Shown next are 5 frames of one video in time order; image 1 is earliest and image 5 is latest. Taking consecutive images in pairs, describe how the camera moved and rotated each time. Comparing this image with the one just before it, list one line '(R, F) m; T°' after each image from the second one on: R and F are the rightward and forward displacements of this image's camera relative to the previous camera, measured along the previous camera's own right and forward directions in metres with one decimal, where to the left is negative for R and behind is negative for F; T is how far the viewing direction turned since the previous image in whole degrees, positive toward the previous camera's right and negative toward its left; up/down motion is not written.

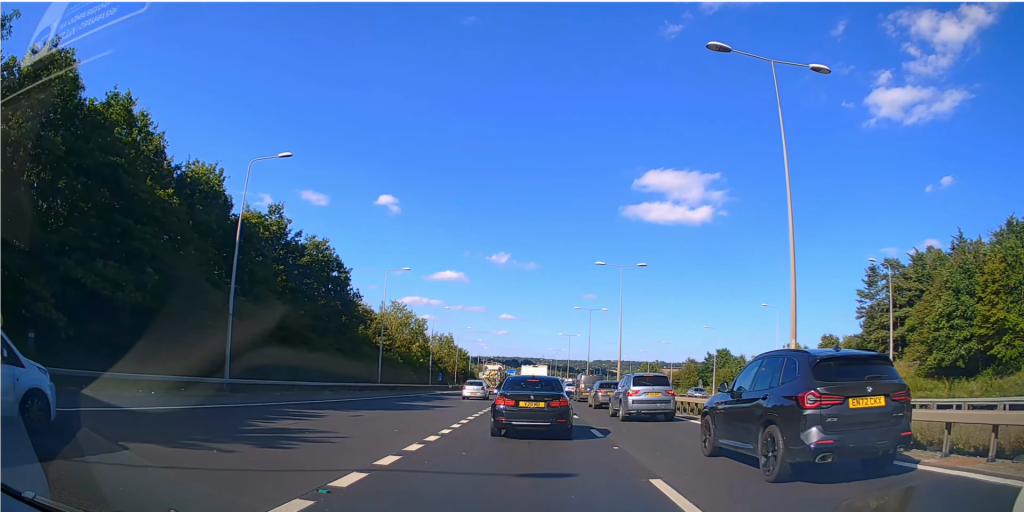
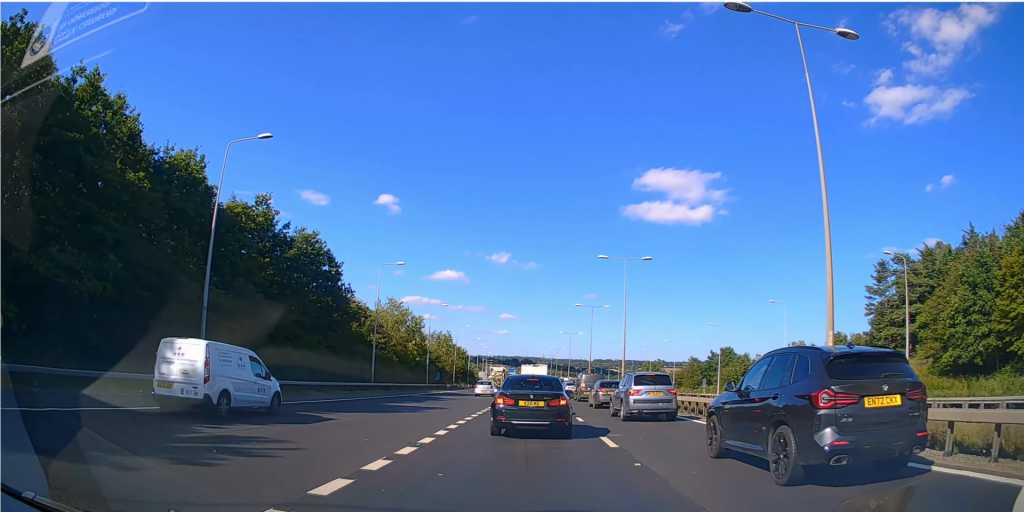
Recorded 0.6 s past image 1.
(0.0, +2.6) m; +1°
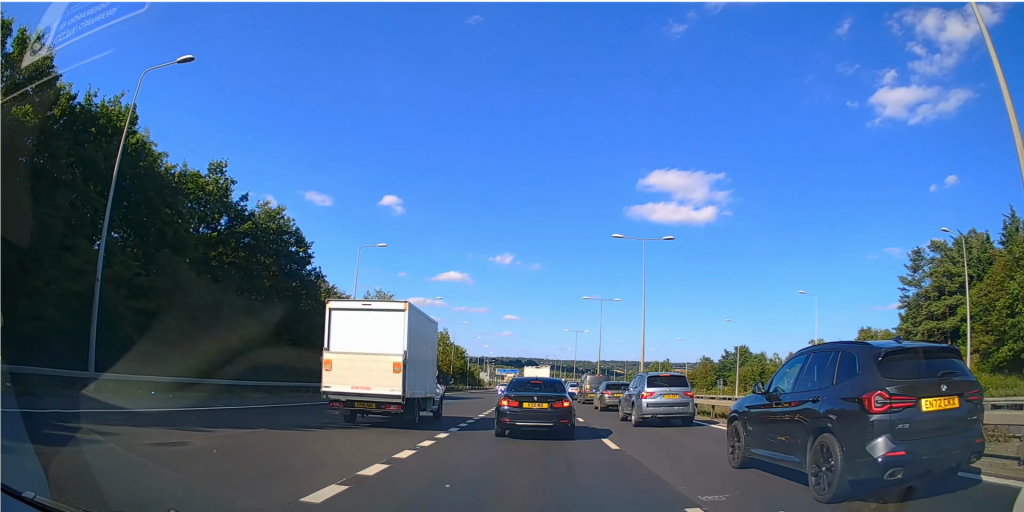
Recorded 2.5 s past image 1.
(+0.1, +9.0) m; 0°
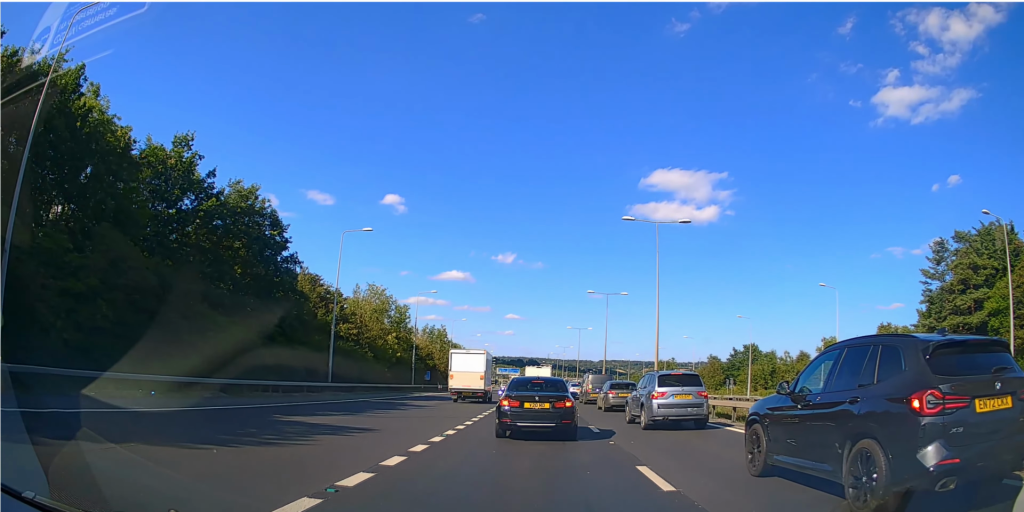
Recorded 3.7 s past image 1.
(0.0, +5.5) m; 0°
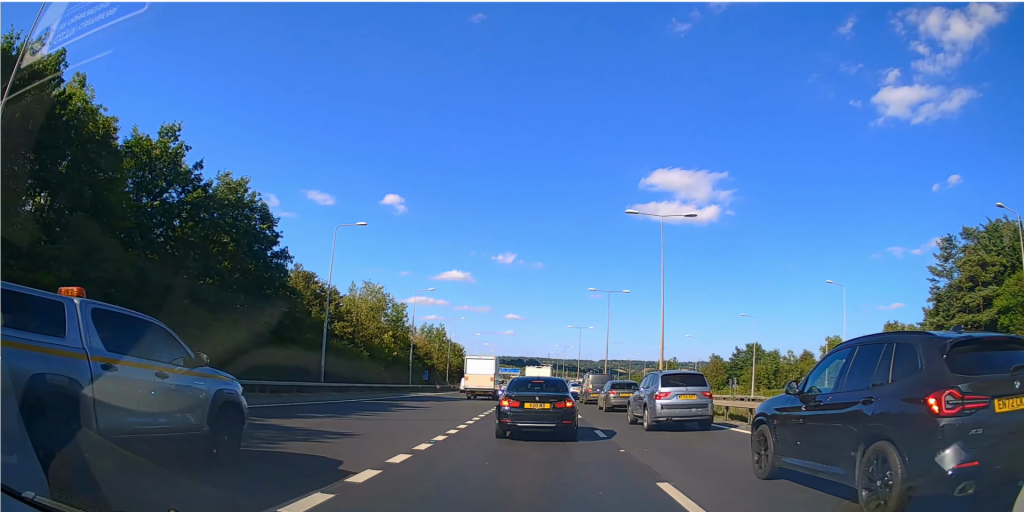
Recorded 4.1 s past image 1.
(0.0, +1.8) m; 0°
